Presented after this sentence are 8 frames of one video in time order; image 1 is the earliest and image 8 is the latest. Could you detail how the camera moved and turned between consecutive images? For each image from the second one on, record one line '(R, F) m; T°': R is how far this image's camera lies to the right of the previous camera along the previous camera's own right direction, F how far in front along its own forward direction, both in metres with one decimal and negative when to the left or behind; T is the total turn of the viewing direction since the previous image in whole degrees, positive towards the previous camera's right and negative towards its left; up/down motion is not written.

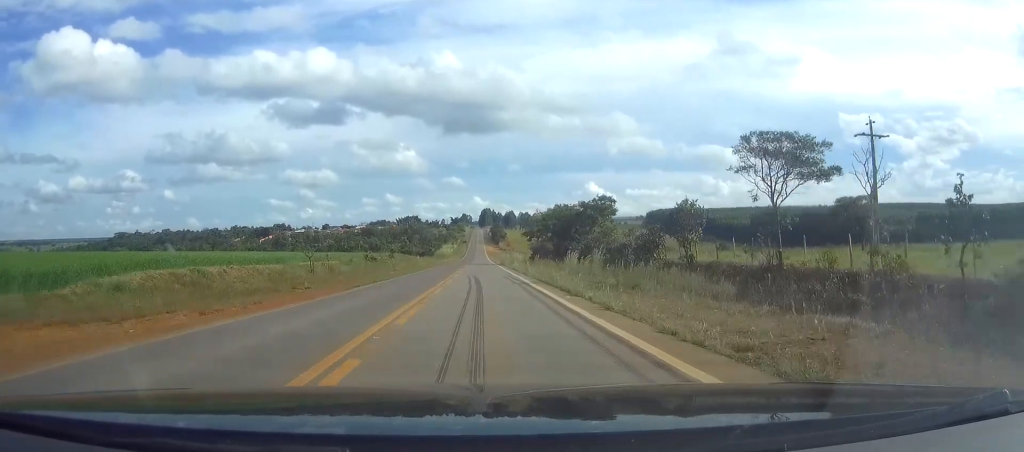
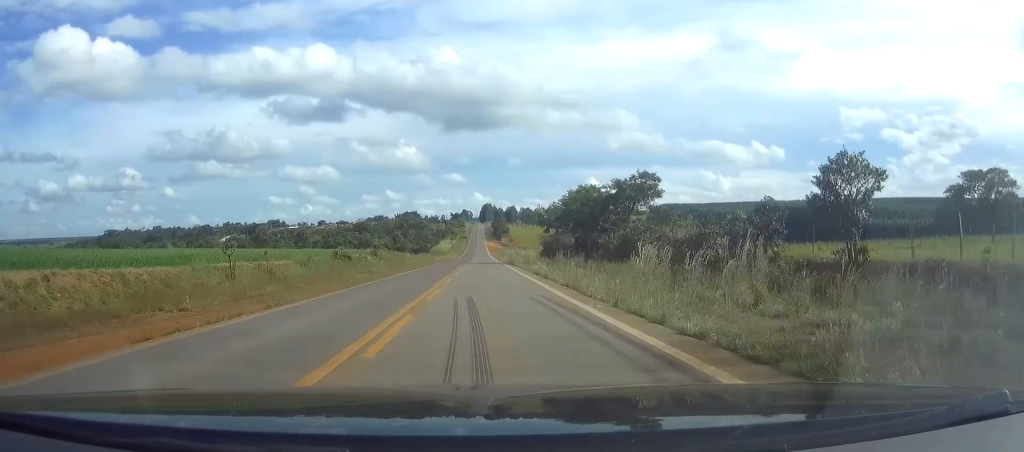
(-0.1, +20.8) m; 0°
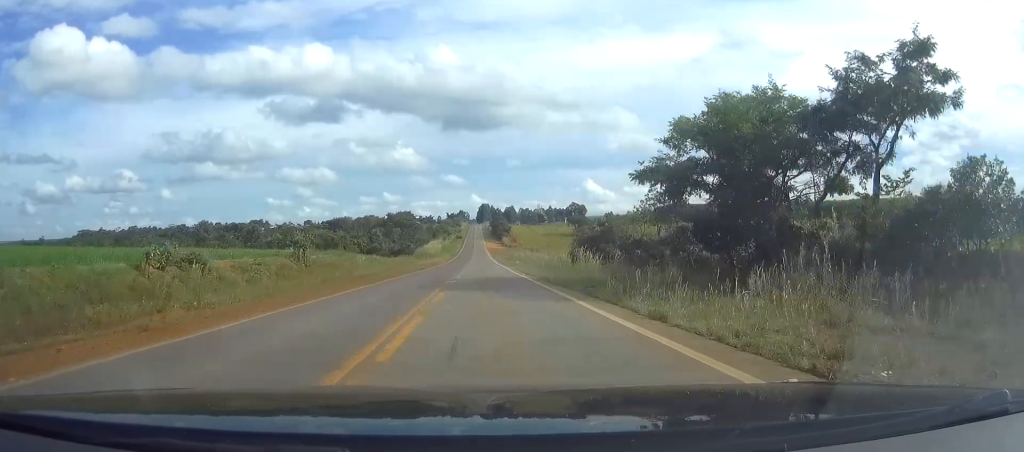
(0.0, +42.6) m; 0°
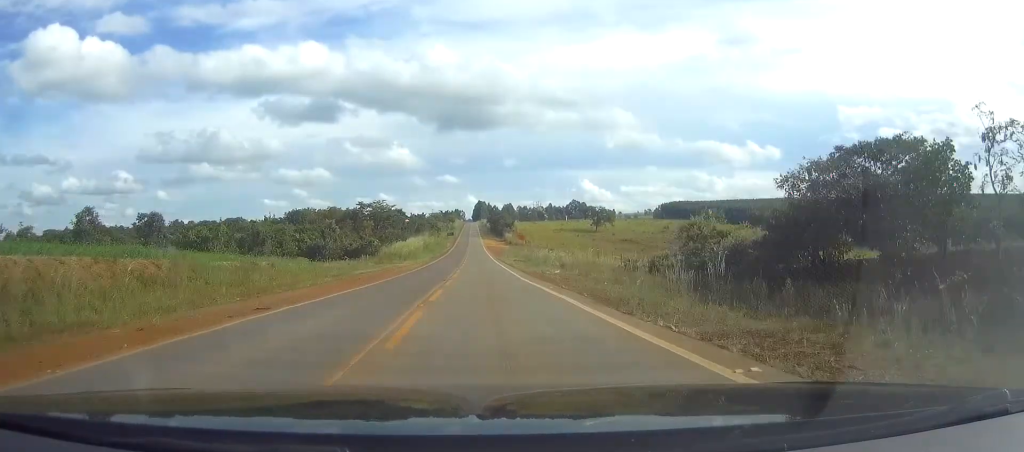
(+0.2, +50.6) m; 0°
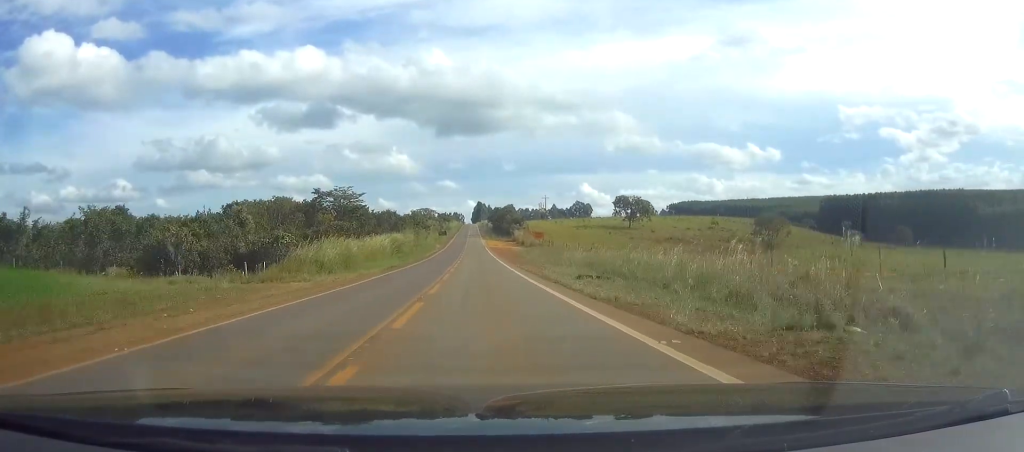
(-0.1, +49.7) m; 0°
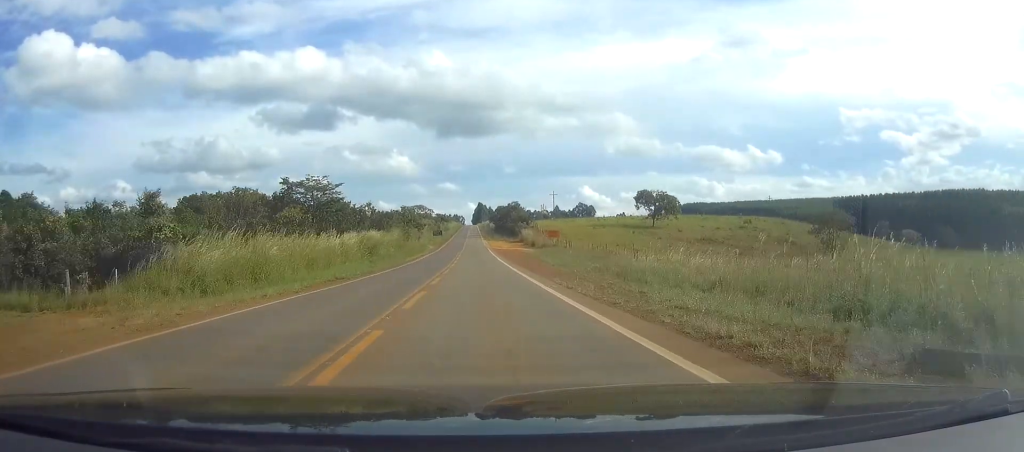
(-0.1, +23.0) m; 0°
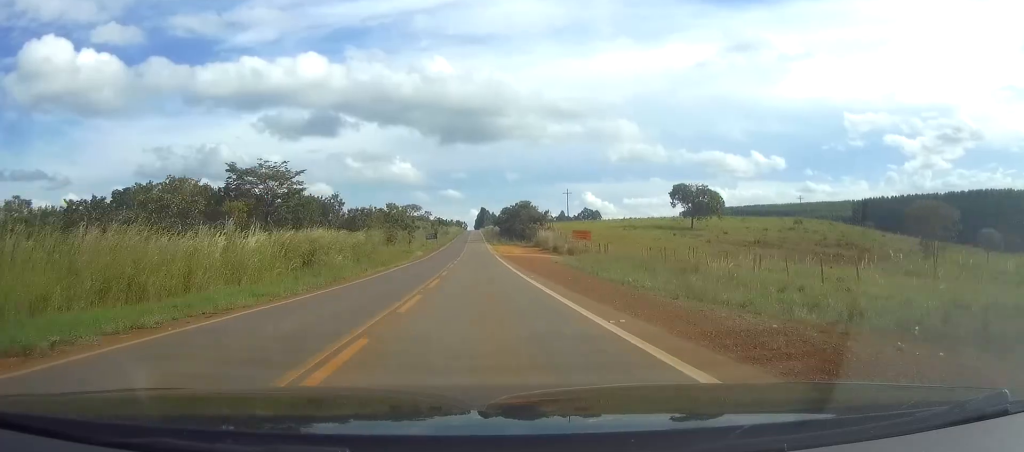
(0.0, +26.2) m; 0°
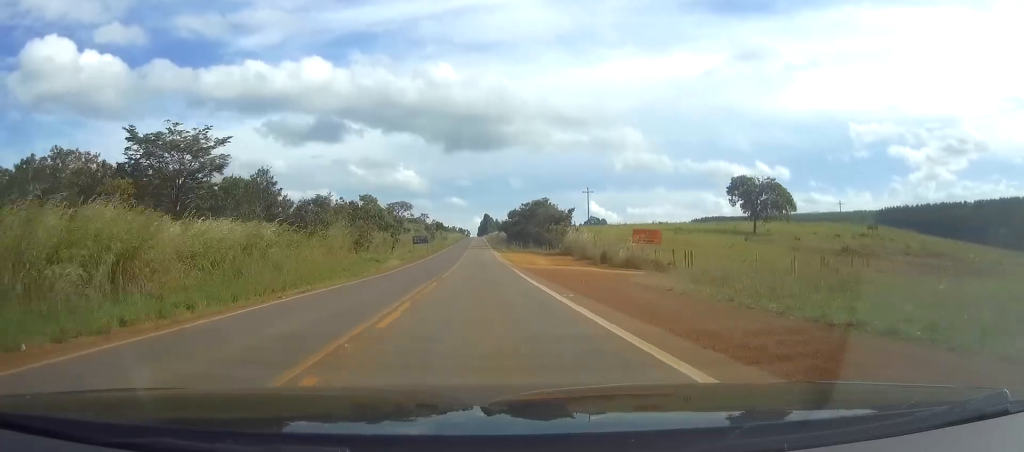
(+0.1, +28.3) m; 0°
